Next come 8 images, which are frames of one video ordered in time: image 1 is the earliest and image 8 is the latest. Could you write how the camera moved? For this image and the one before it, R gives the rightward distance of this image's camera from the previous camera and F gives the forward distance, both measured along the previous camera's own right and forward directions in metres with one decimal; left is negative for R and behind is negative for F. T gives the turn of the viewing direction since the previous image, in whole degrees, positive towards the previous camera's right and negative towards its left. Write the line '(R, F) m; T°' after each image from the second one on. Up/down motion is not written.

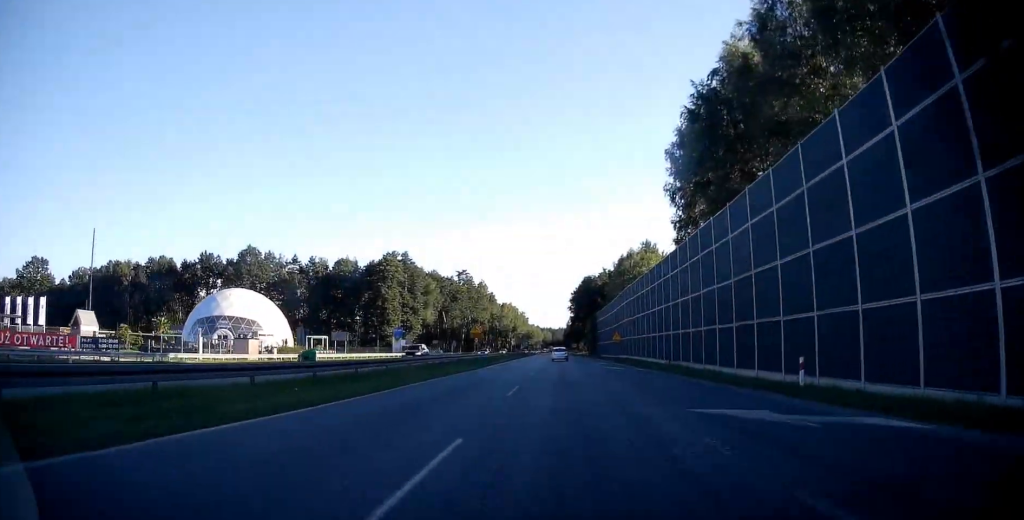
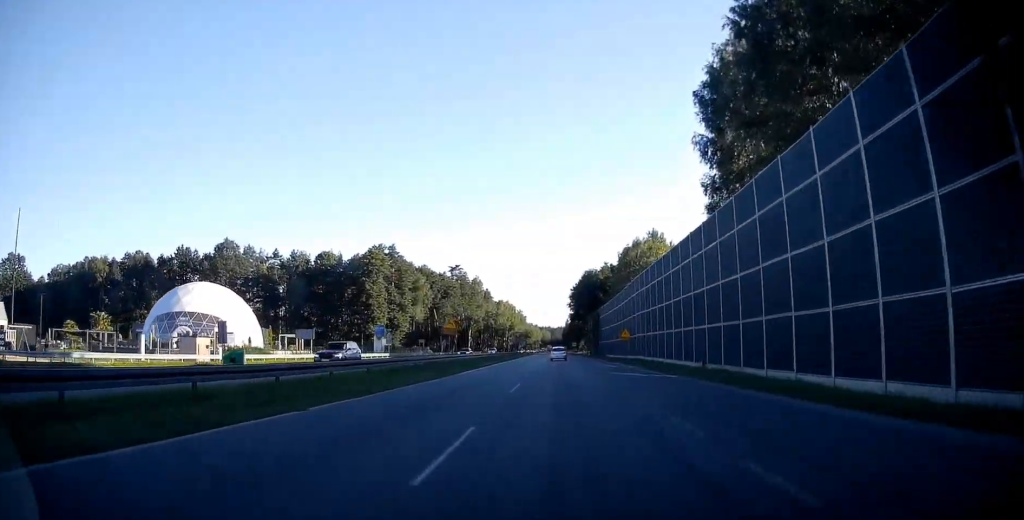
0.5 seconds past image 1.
(0.0, +14.0) m; 0°
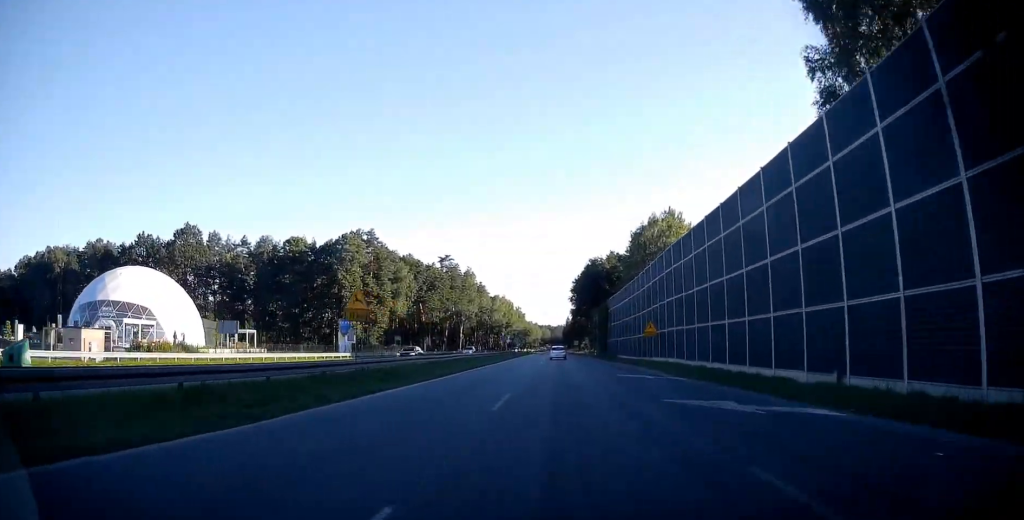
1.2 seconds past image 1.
(-0.1, +19.9) m; 0°
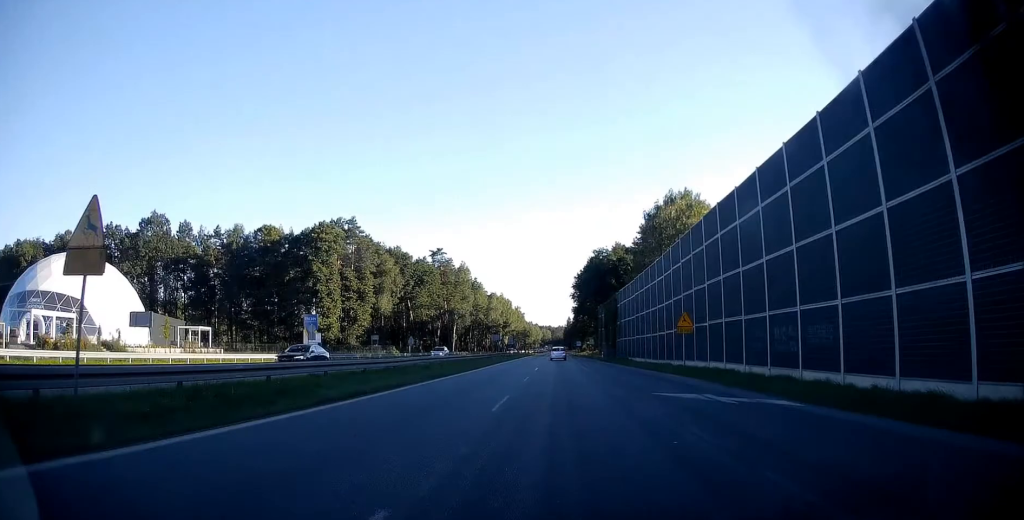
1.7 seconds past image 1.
(0.0, +14.7) m; 0°
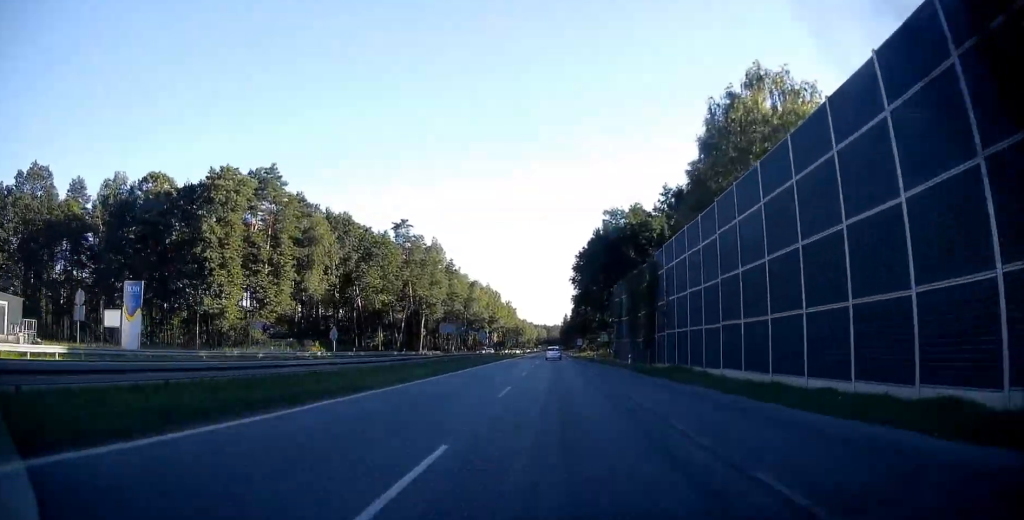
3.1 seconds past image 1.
(+0.2, +38.1) m; 0°
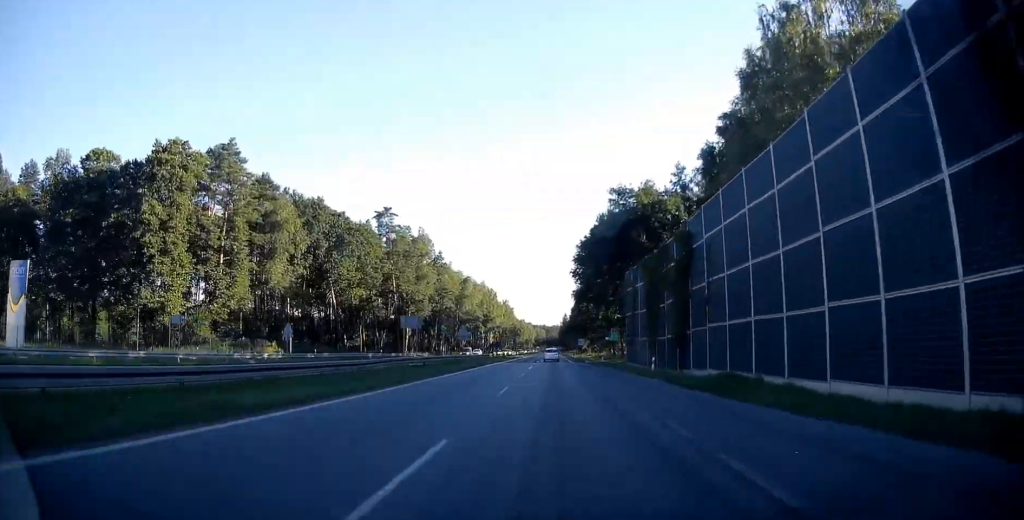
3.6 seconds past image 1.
(0.0, +13.3) m; 0°
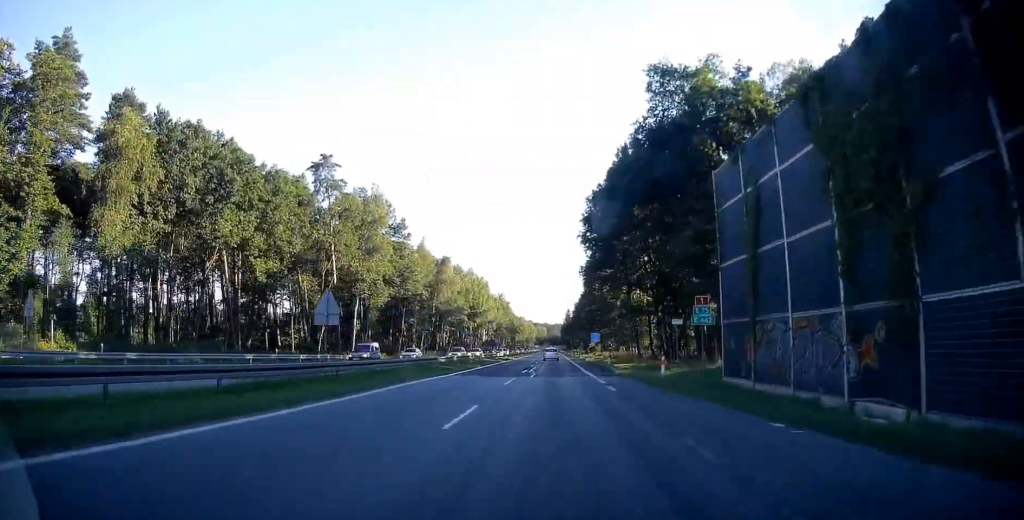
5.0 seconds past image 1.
(0.0, +36.6) m; 0°
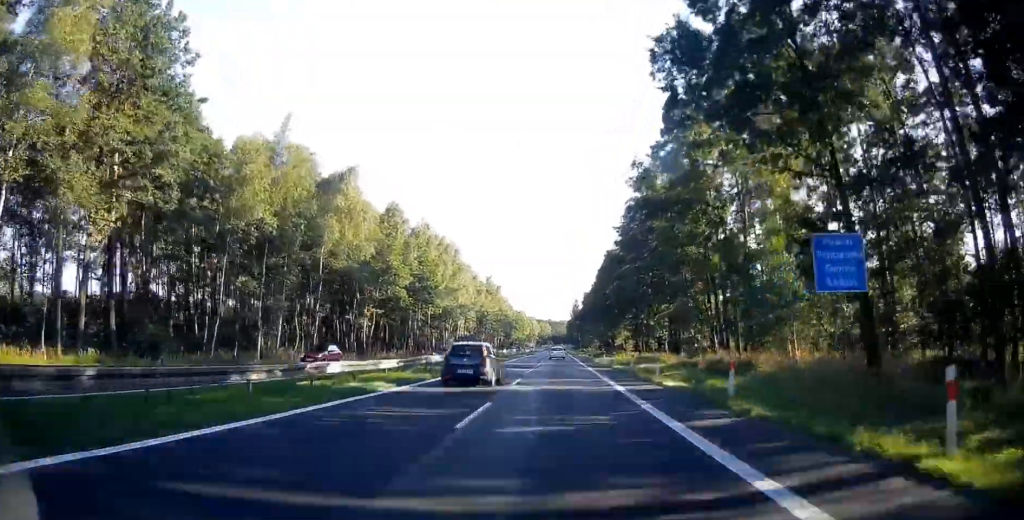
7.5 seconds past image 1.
(-0.5, +62.9) m; -1°
